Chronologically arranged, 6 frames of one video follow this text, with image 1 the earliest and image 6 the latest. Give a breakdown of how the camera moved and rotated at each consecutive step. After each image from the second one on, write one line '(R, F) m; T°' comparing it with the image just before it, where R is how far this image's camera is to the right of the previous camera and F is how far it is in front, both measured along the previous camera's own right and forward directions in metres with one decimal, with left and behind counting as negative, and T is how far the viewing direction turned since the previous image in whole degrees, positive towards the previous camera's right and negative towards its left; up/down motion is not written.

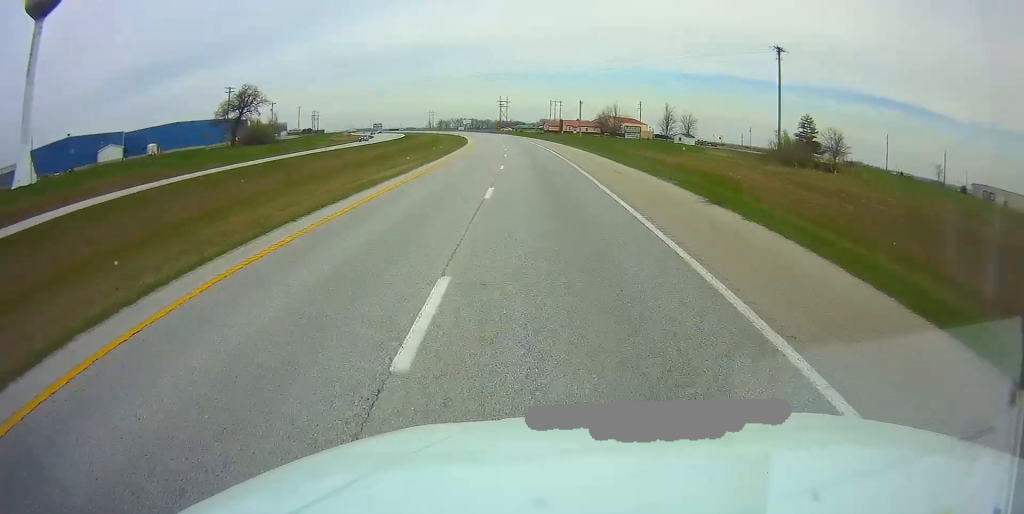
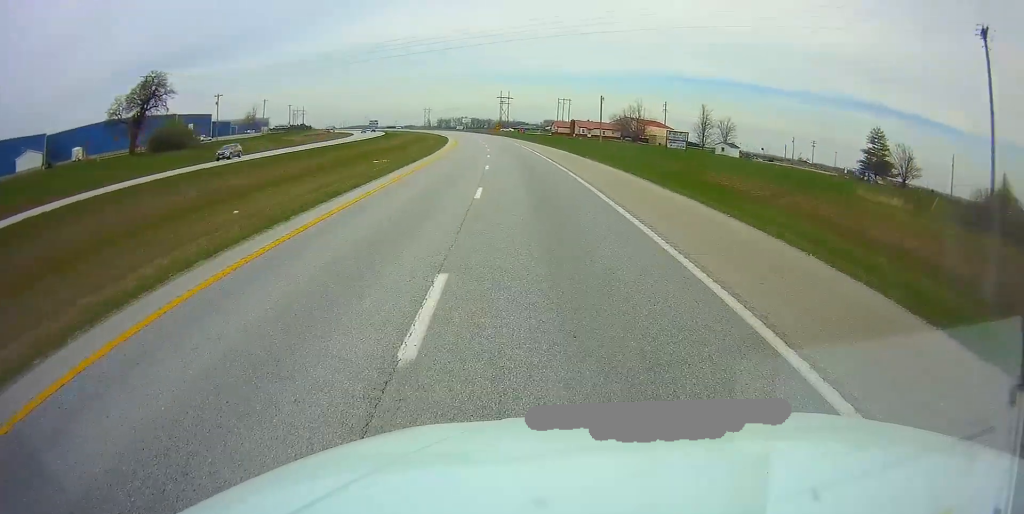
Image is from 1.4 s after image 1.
(+0.2, +36.2) m; -1°
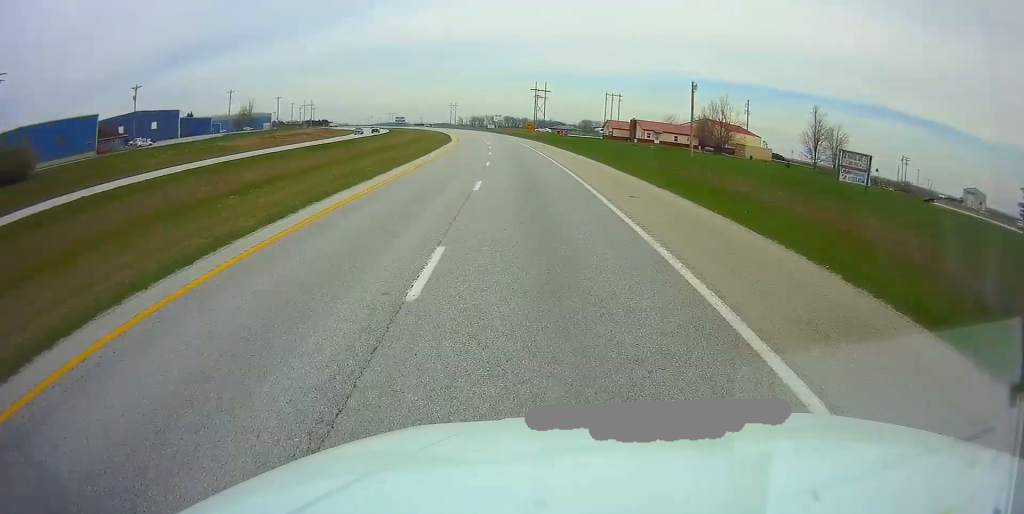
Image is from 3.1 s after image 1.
(-1.7, +46.8) m; -4°
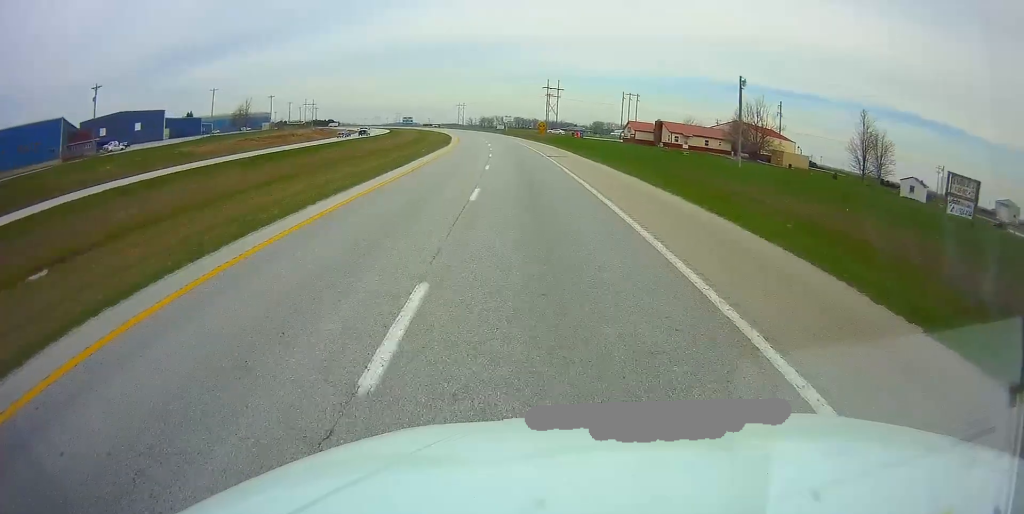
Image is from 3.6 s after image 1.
(-0.2, +14.6) m; -1°
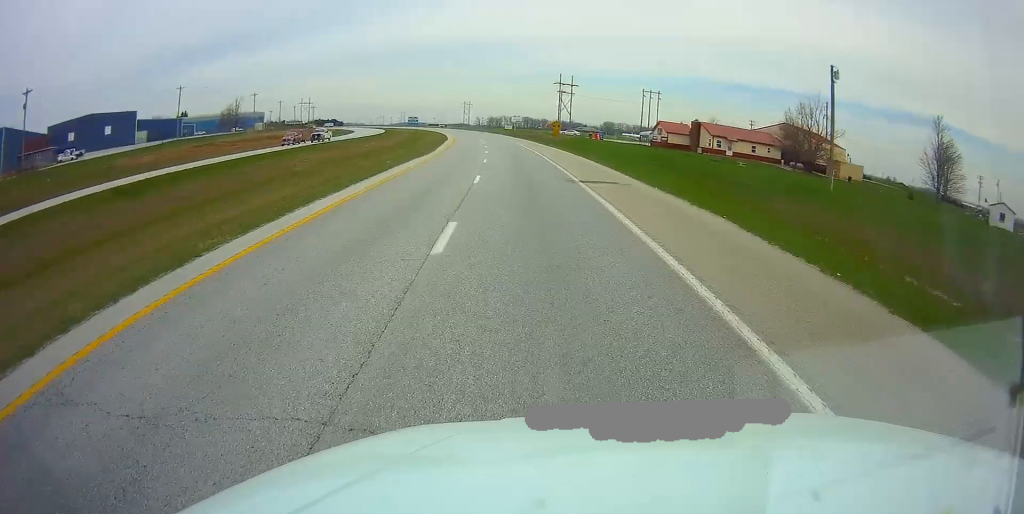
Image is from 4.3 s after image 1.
(-0.1, +19.3) m; 0°
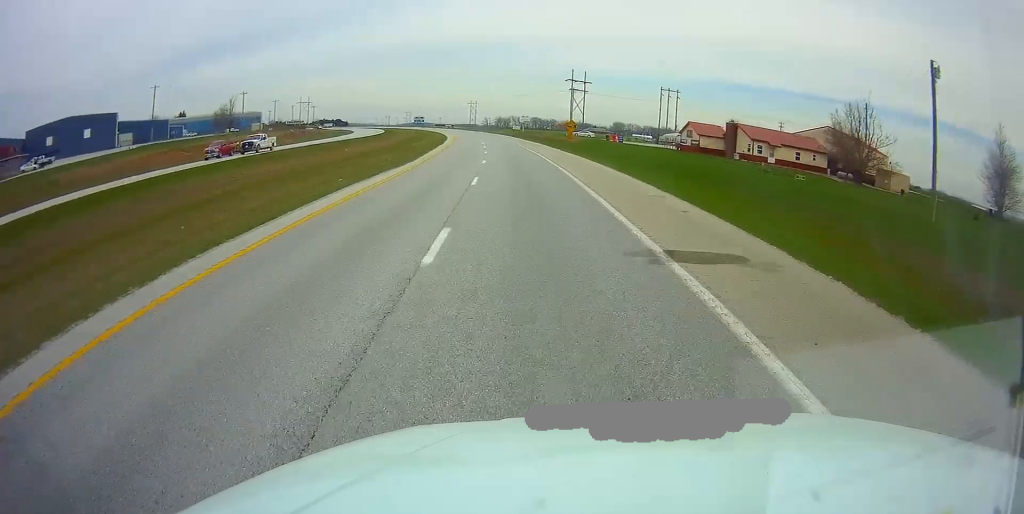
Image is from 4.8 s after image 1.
(0.0, +12.9) m; 0°
